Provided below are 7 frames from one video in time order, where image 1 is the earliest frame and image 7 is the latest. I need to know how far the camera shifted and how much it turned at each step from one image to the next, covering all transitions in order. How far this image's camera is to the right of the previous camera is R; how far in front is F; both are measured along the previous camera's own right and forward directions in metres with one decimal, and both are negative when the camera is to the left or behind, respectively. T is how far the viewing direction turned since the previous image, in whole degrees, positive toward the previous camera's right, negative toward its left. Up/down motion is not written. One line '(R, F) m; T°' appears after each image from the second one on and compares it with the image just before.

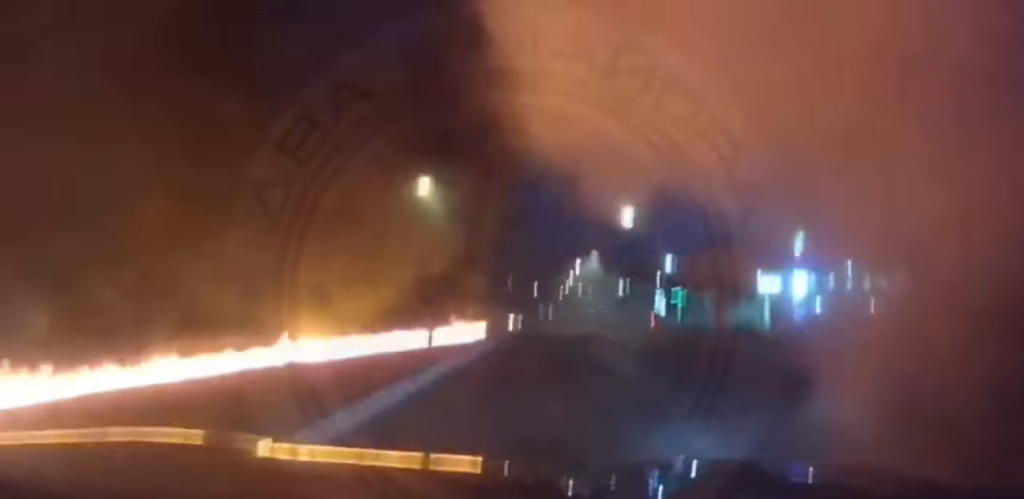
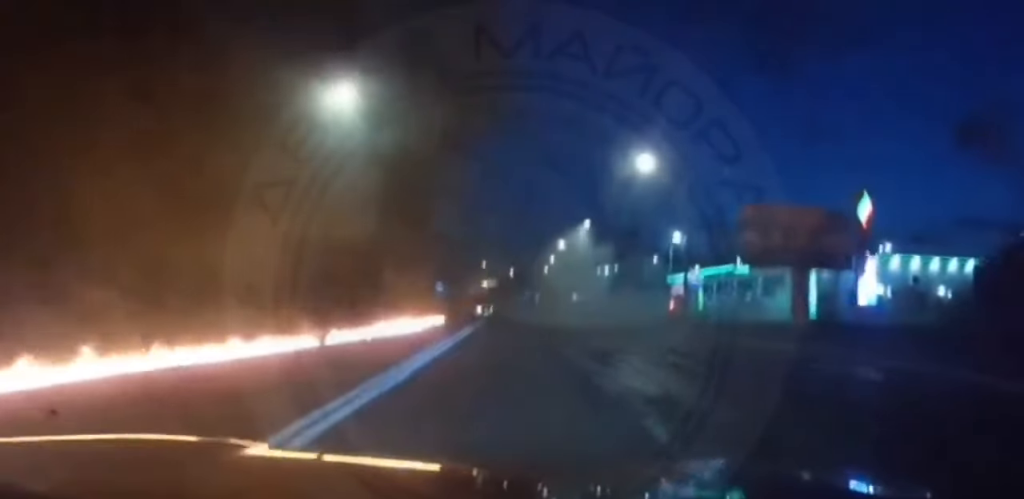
(+0.4, +24.0) m; +2°
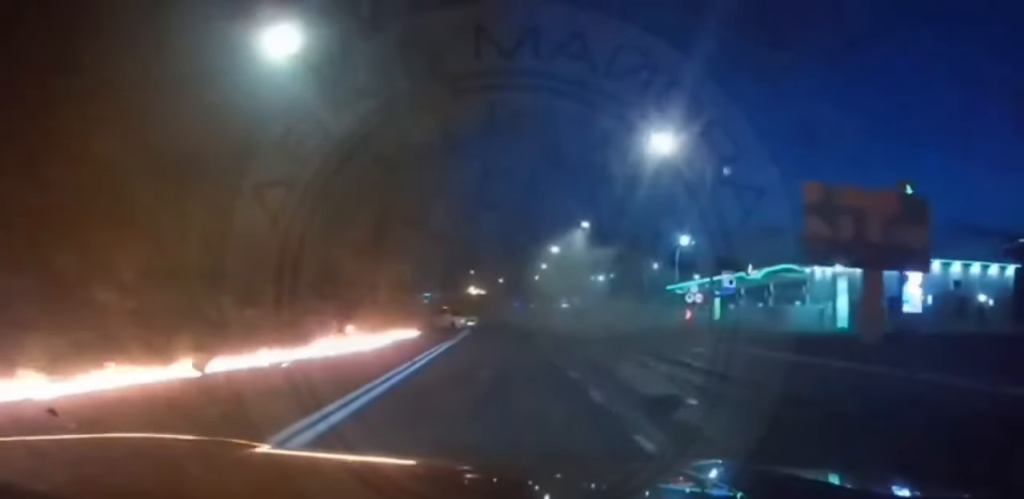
(+0.1, +9.9) m; +1°
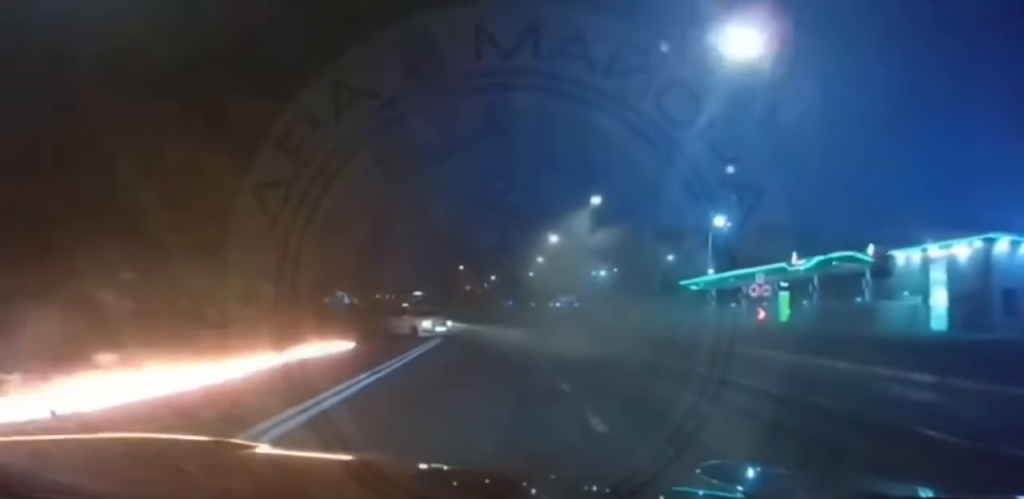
(+0.4, +17.3) m; +1°
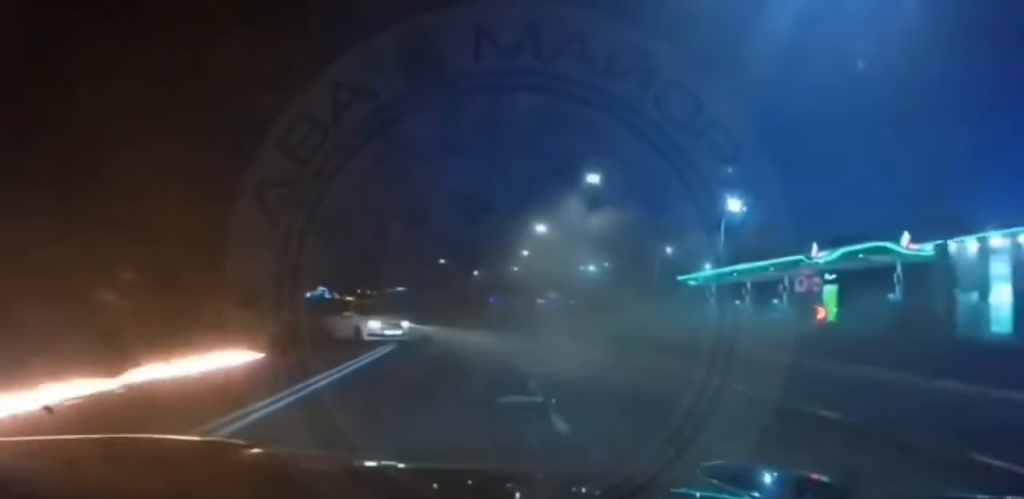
(+0.1, +9.0) m; 0°
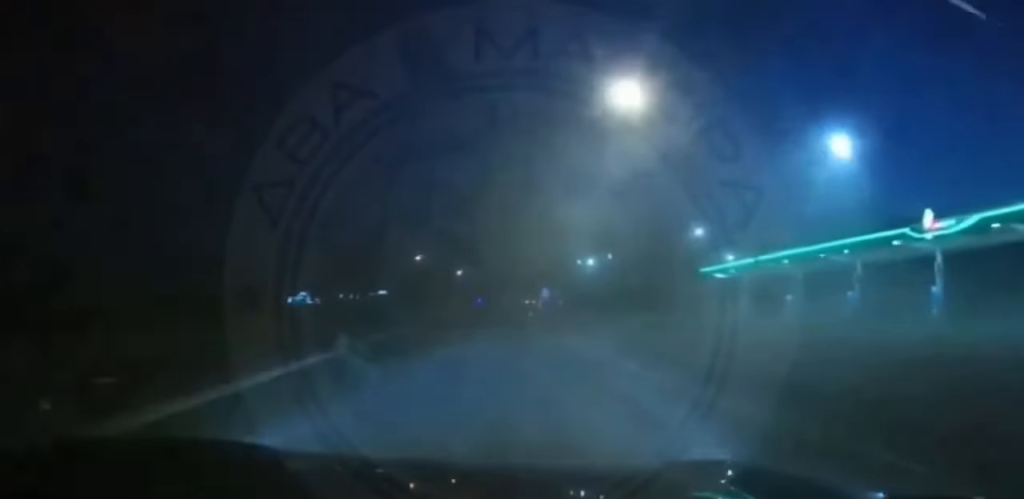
(-0.2, +22.0) m; -1°
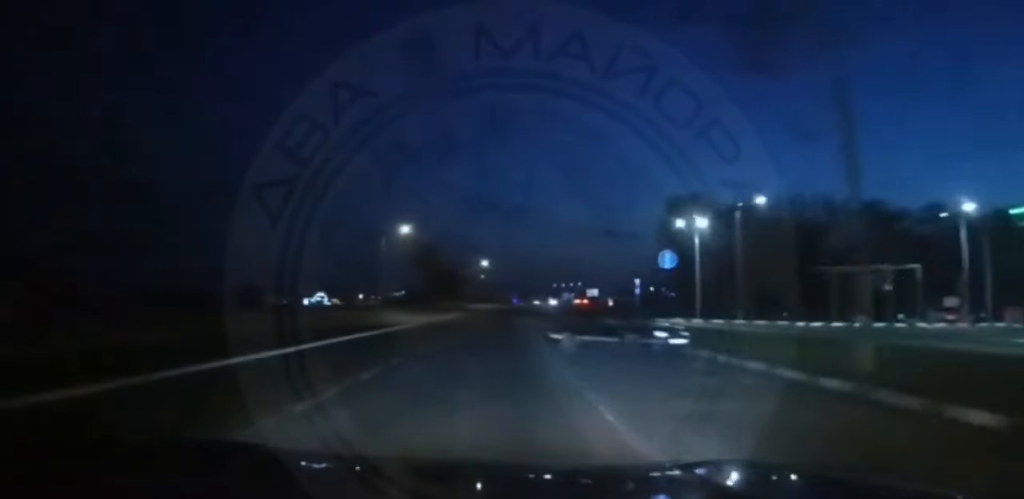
(-2.8, +56.4) m; -4°
